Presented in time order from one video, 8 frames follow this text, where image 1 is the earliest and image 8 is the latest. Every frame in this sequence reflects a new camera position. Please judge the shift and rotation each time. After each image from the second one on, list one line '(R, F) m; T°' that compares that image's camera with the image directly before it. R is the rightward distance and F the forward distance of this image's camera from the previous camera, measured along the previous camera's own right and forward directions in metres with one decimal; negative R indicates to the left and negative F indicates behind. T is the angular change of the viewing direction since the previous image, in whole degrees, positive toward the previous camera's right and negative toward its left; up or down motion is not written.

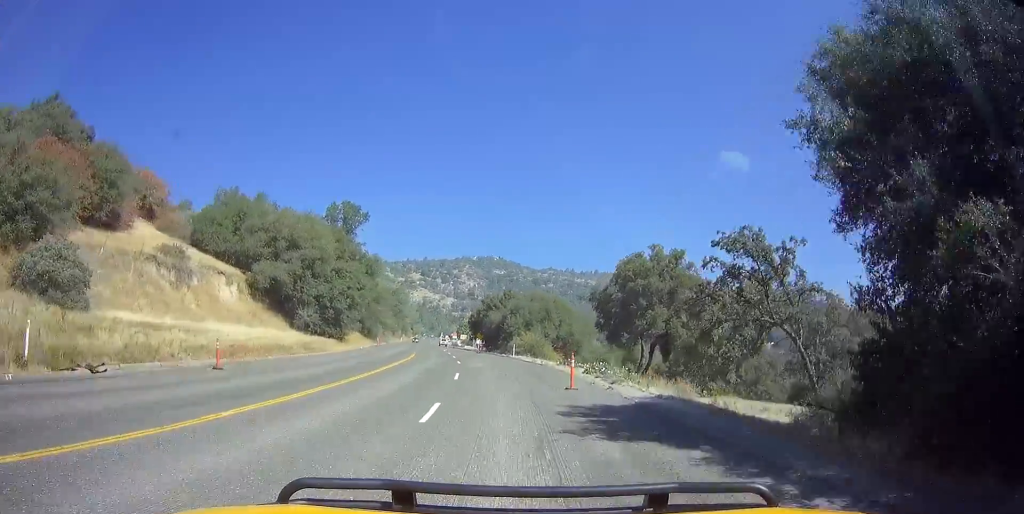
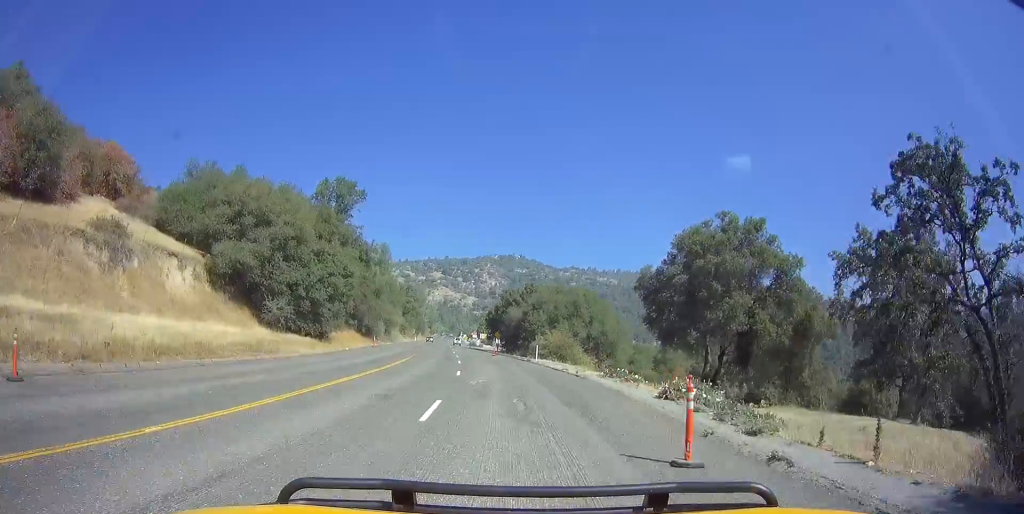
(-0.1, +10.9) m; -3°
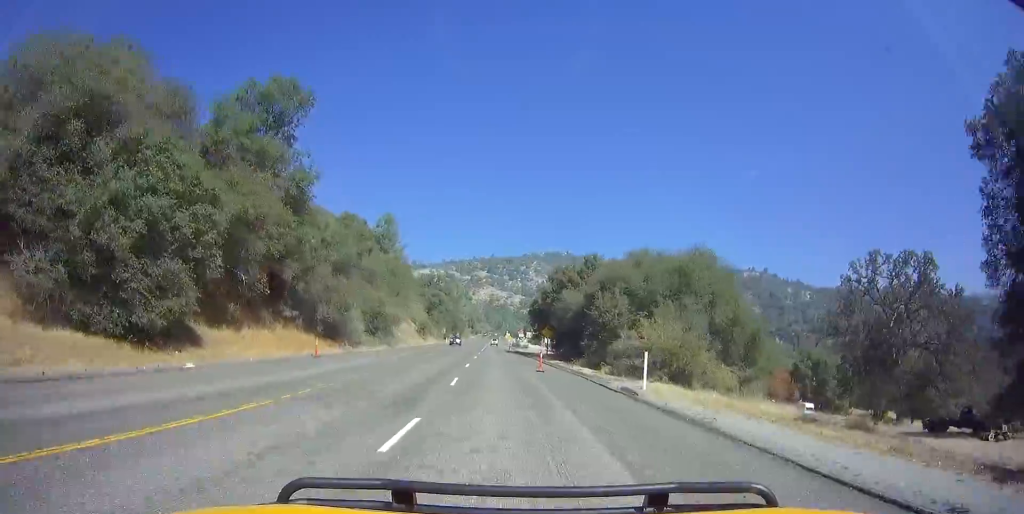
(-1.5, +27.2) m; -3°
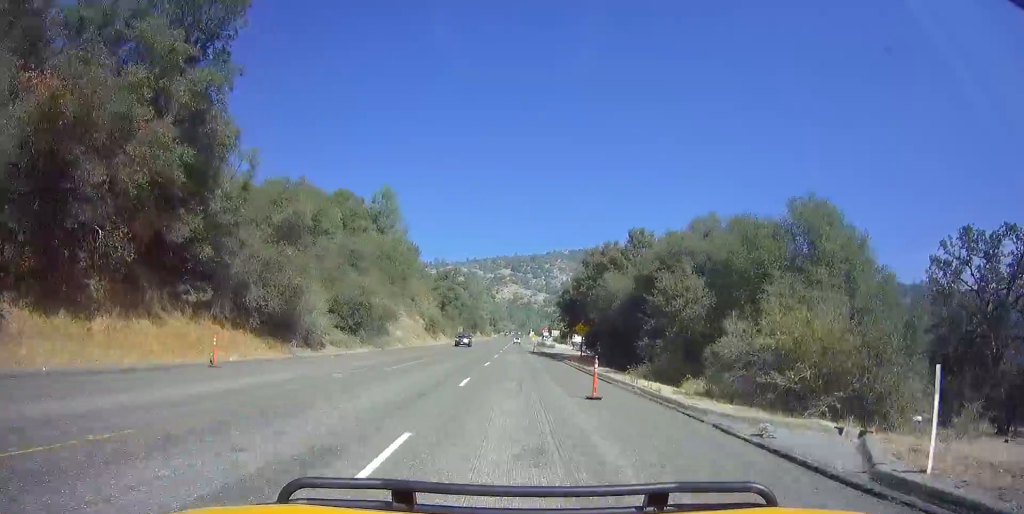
(0.0, +13.4) m; 0°
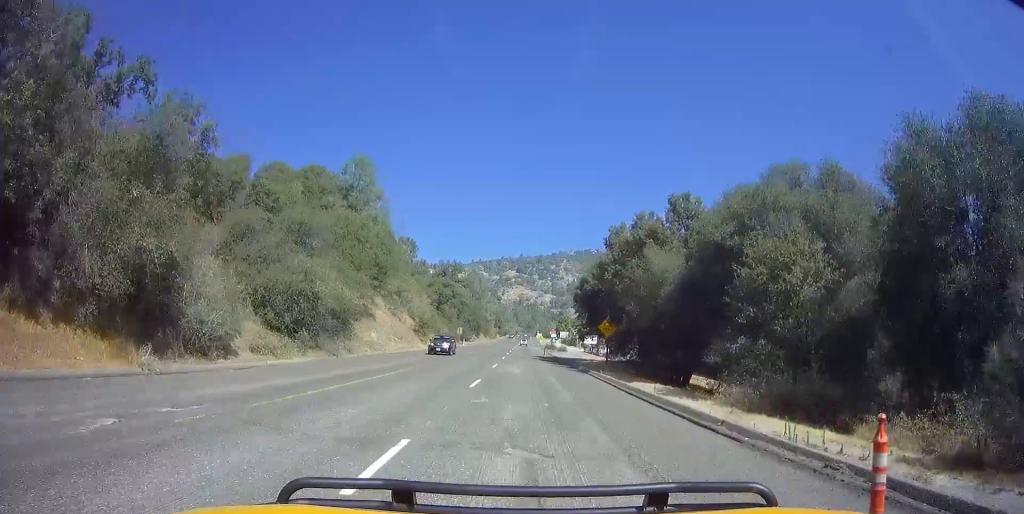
(+0.1, +12.3) m; 0°
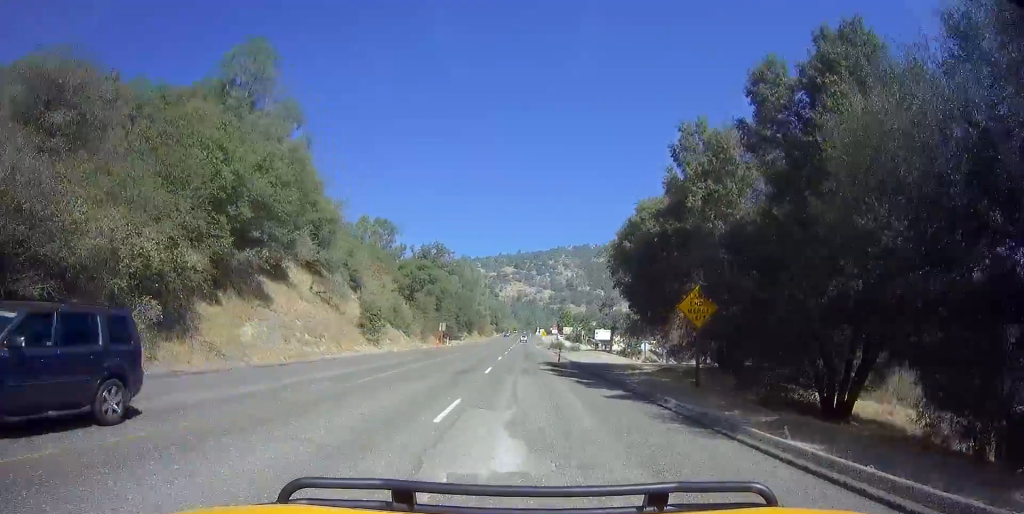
(0.0, +21.4) m; 0°
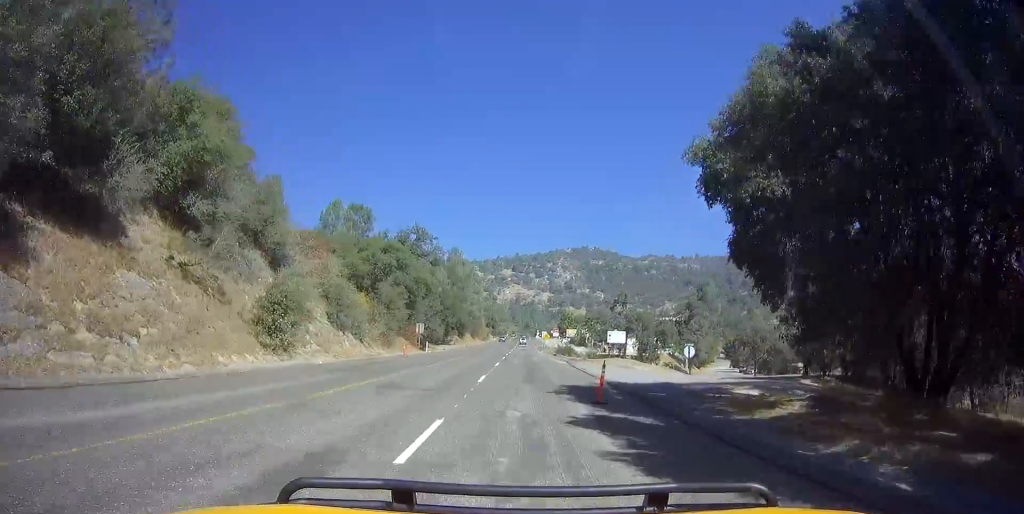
(+0.1, +17.0) m; 0°
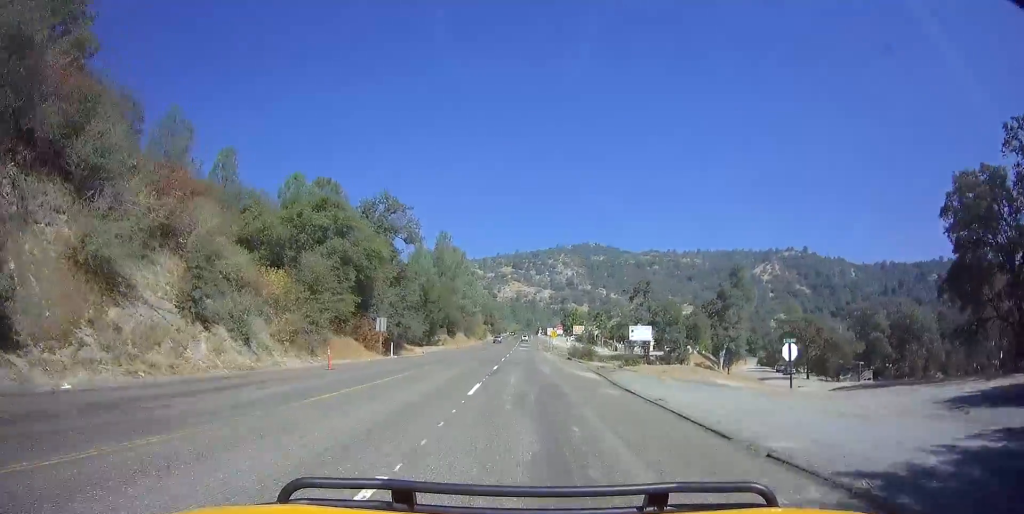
(0.0, +18.0) m; 0°
